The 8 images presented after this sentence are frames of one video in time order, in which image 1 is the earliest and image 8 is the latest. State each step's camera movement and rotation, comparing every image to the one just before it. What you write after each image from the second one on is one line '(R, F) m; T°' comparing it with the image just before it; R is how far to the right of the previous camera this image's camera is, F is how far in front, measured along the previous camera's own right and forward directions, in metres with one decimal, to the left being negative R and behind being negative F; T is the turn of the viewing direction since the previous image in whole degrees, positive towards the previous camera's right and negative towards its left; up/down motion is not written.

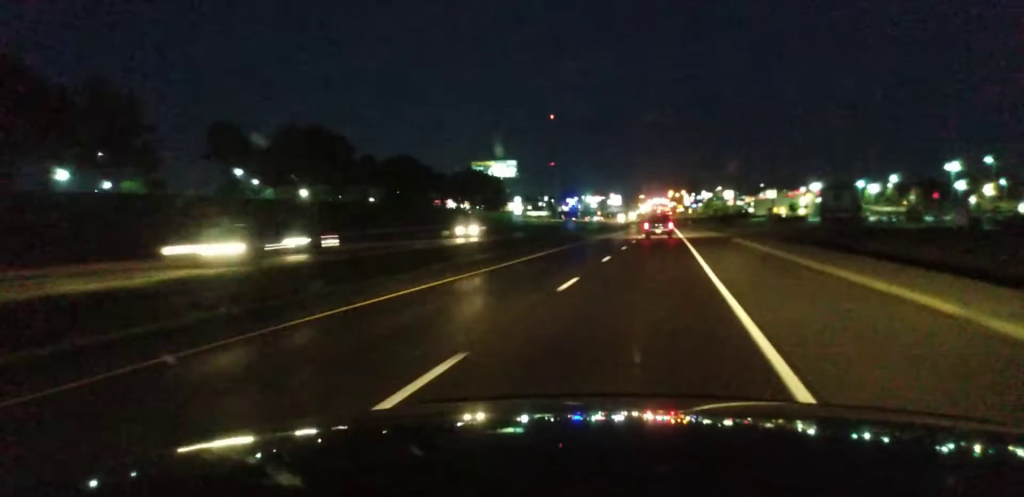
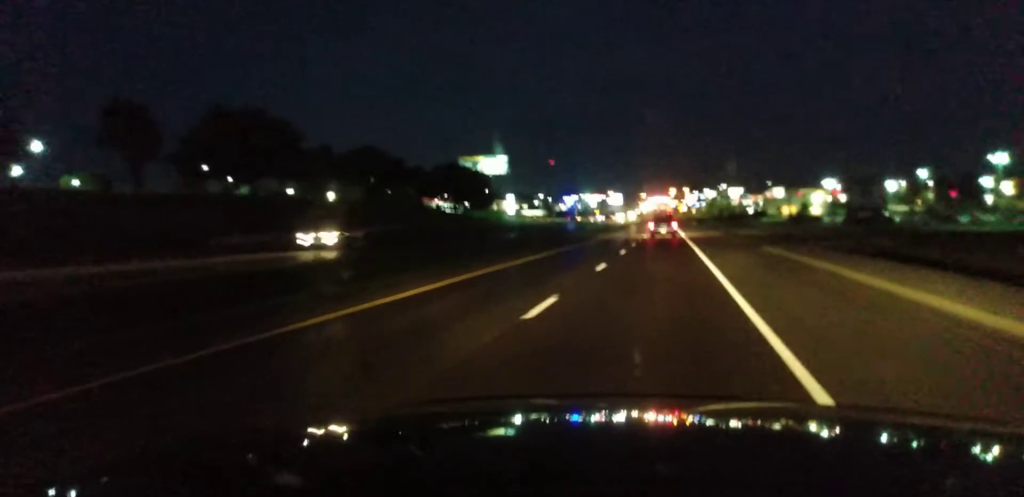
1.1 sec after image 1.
(+0.2, +17.9) m; 0°
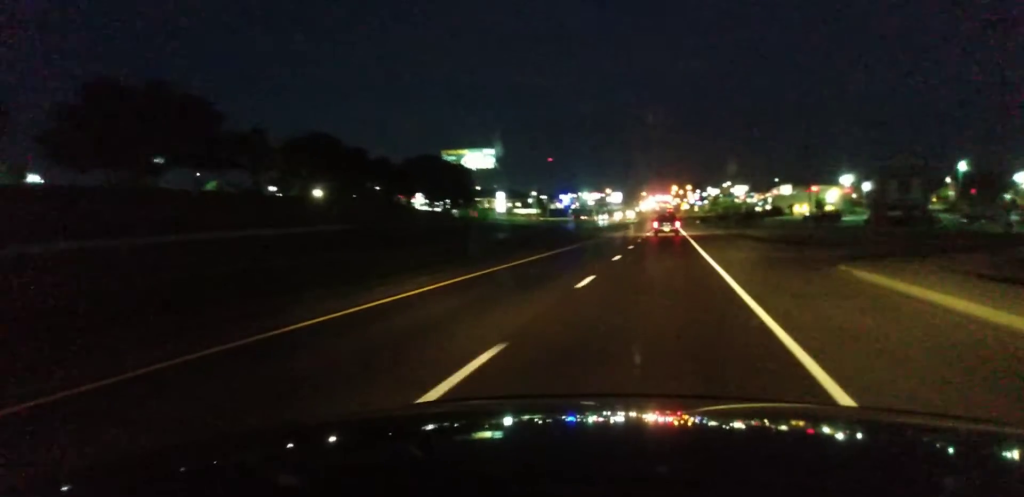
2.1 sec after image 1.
(-0.2, +17.9) m; -1°
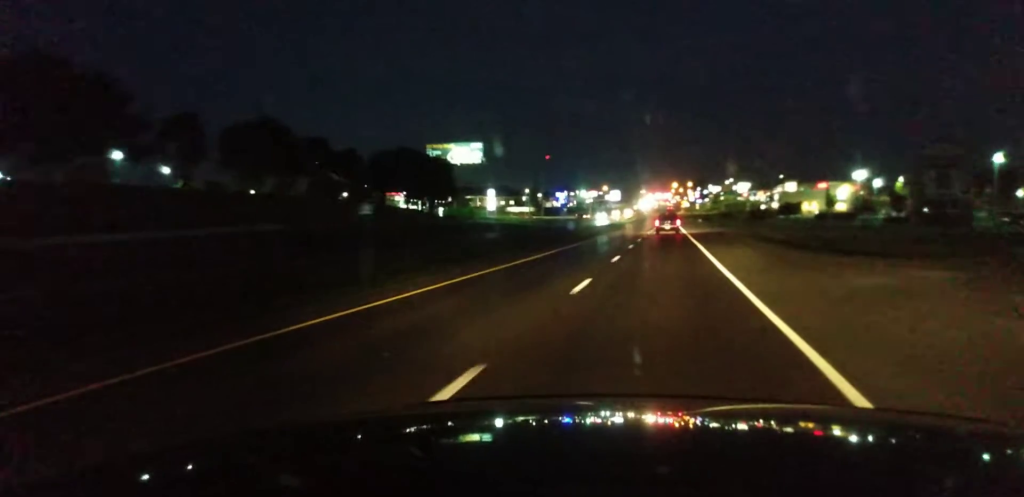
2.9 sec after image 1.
(-0.1, +13.5) m; -1°
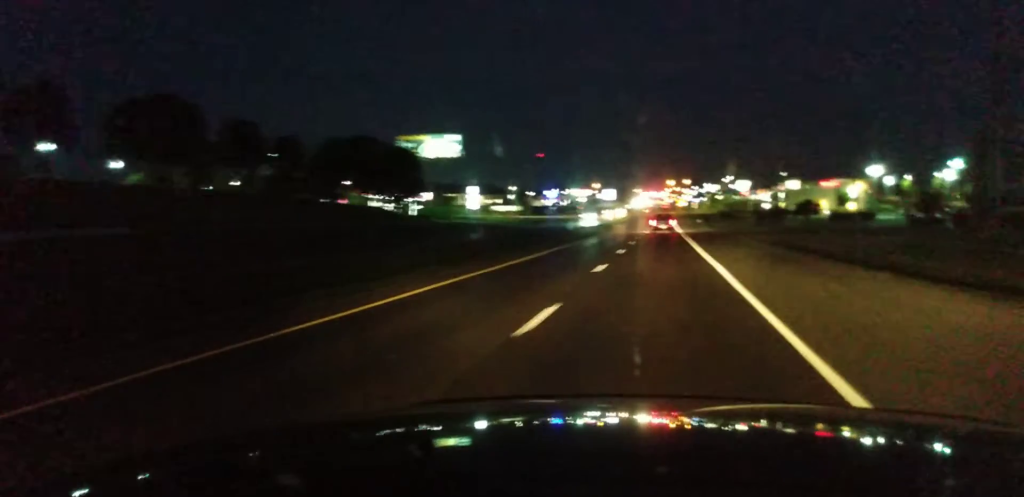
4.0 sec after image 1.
(-0.1, +17.9) m; 0°
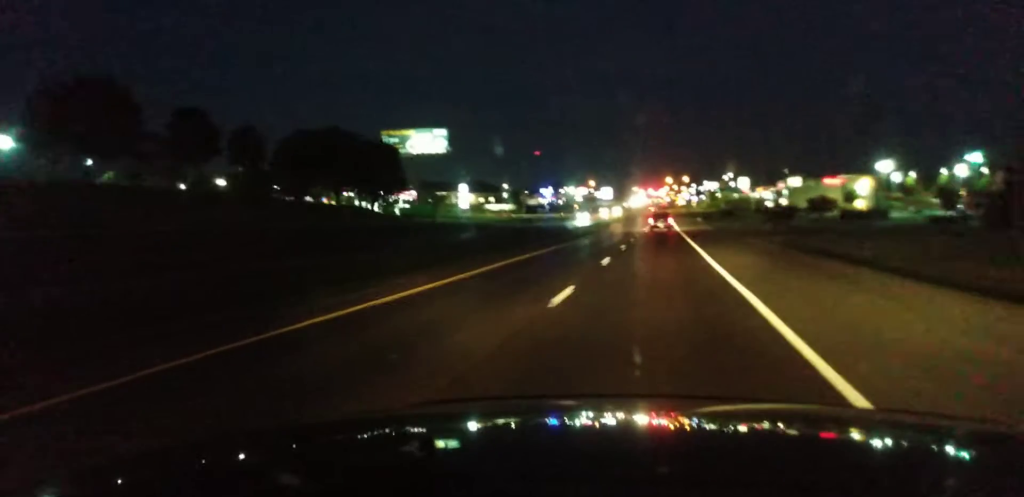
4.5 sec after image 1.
(0.0, +9.7) m; 0°
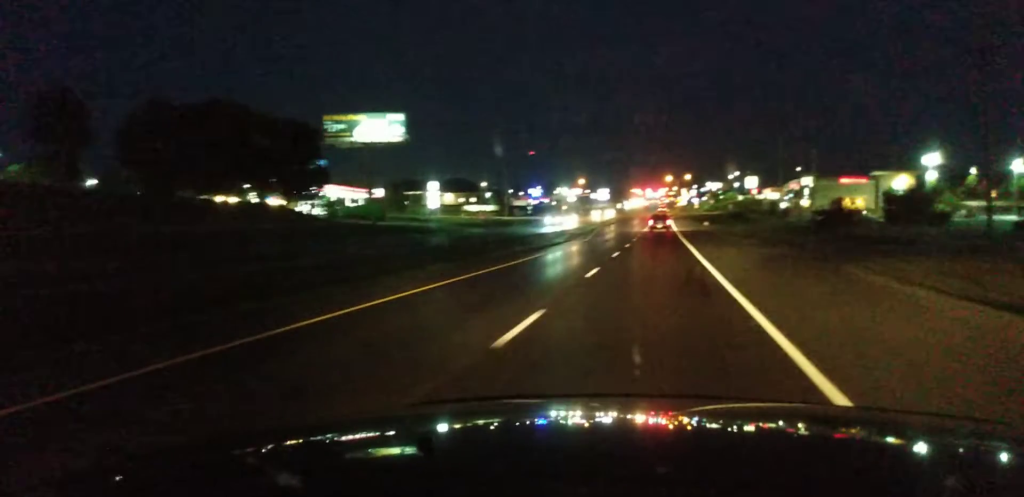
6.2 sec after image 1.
(+0.3, +27.6) m; 0°
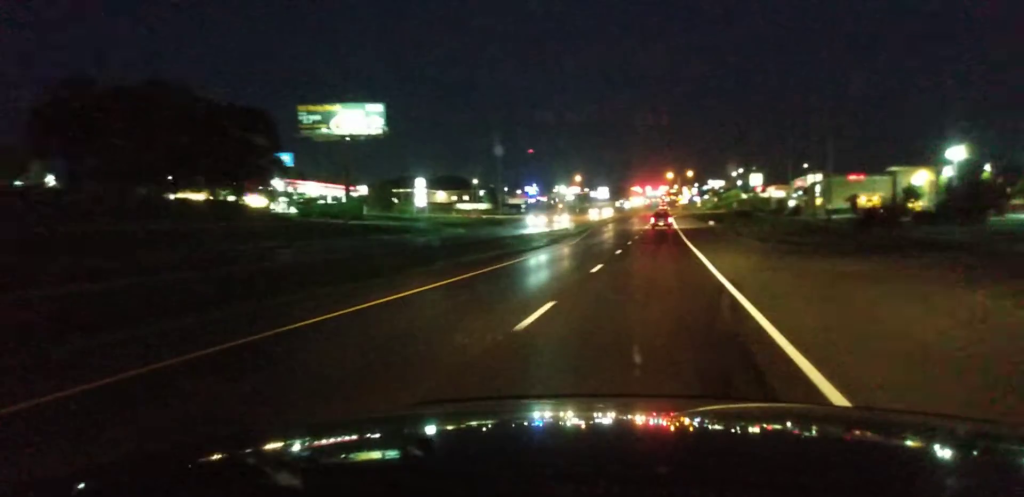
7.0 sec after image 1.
(0.0, +11.8) m; 0°
